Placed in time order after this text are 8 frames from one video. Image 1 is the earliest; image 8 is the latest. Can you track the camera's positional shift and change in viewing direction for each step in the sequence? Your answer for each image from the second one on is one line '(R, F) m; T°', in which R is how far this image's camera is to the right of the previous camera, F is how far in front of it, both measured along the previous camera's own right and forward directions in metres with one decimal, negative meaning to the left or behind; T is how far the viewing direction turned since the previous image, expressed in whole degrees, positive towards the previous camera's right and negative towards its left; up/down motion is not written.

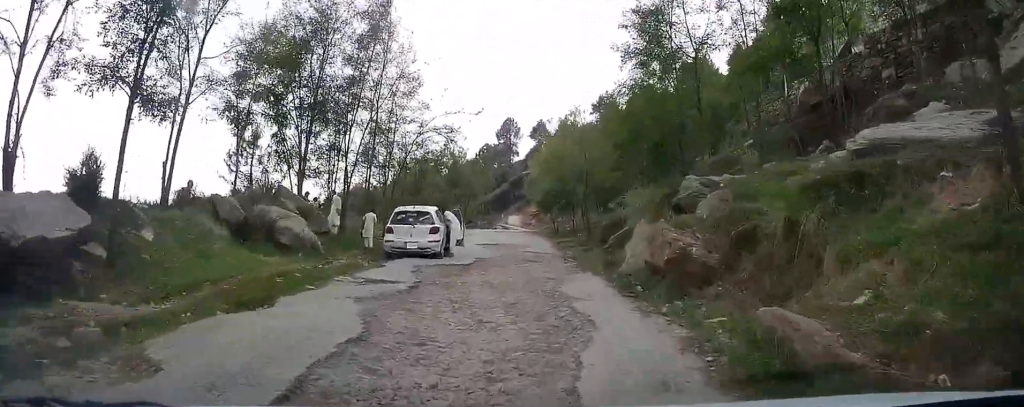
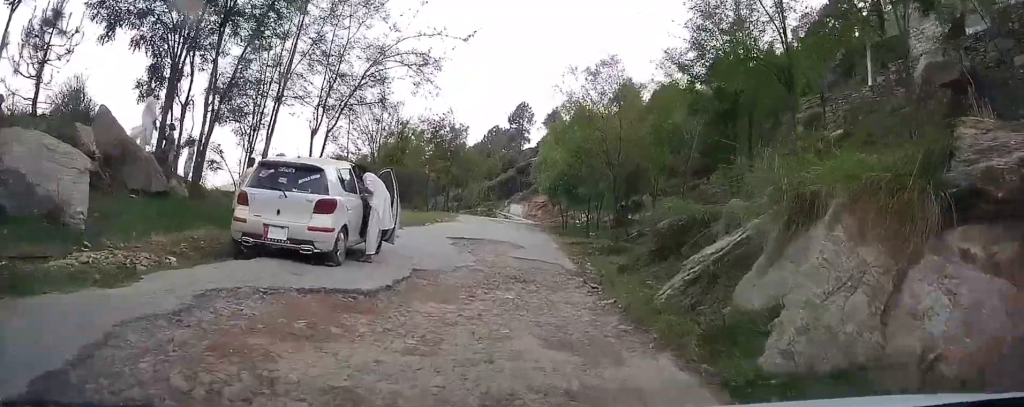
(0.0, +9.3) m; -1°
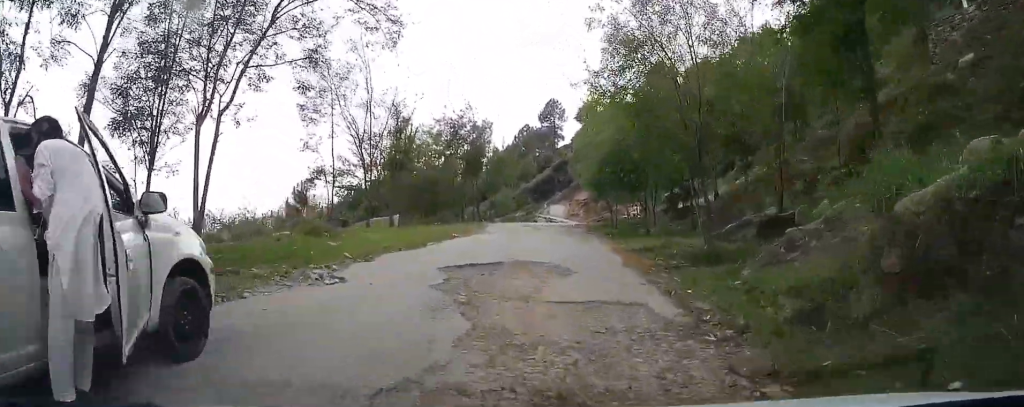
(-0.7, +7.3) m; -10°
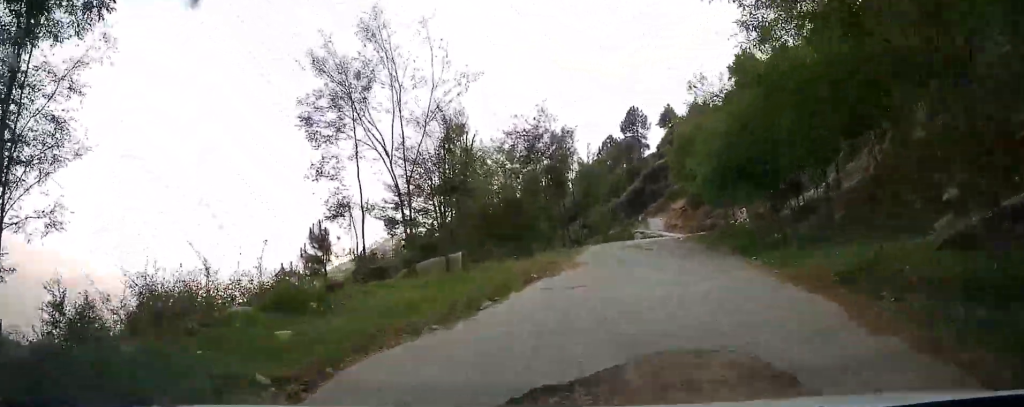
(-0.5, +7.2) m; -6°
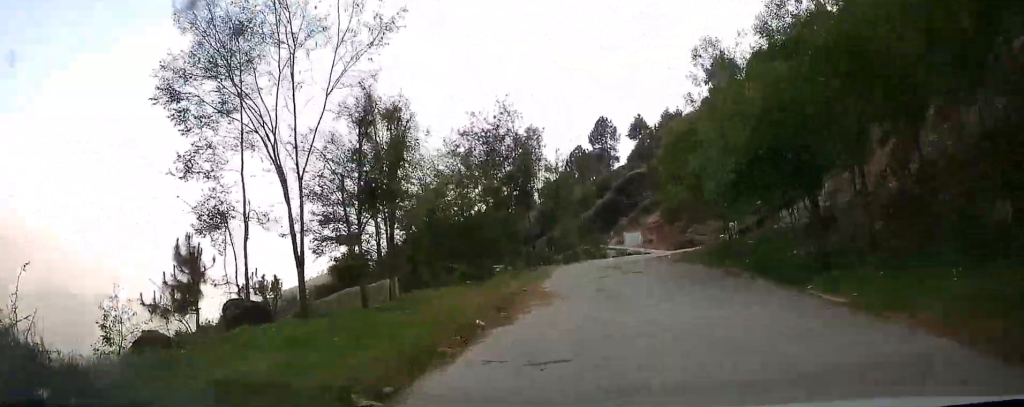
(-0.1, +5.9) m; +3°
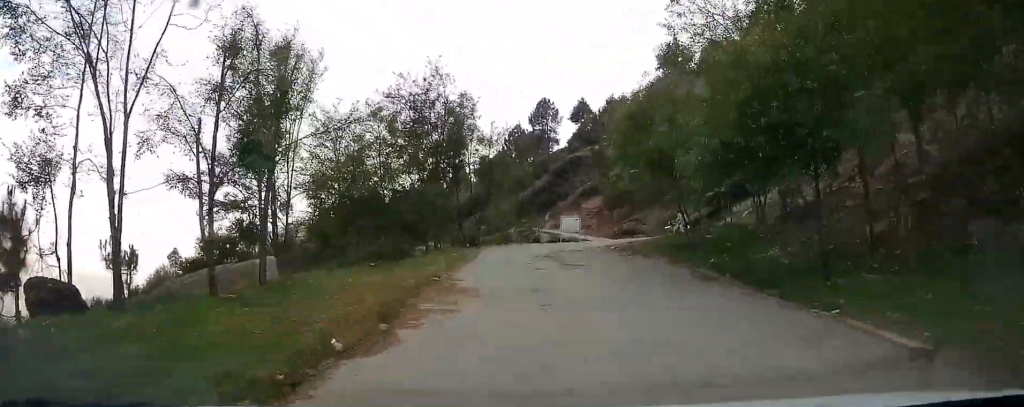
(-0.2, +3.6) m; +5°
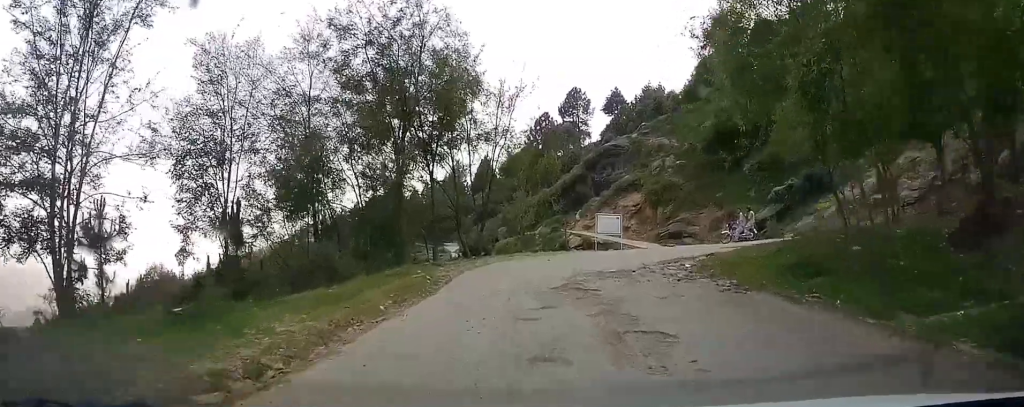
(+1.2, +9.8) m; +4°
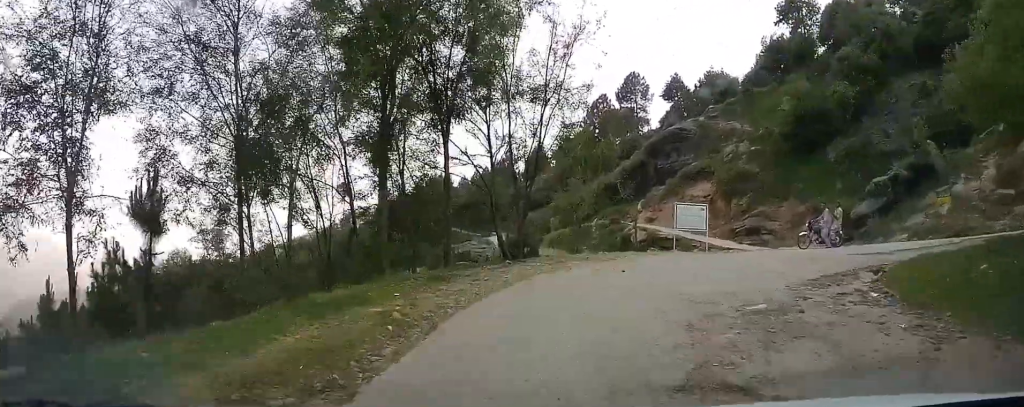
(-0.1, +6.4) m; -4°
